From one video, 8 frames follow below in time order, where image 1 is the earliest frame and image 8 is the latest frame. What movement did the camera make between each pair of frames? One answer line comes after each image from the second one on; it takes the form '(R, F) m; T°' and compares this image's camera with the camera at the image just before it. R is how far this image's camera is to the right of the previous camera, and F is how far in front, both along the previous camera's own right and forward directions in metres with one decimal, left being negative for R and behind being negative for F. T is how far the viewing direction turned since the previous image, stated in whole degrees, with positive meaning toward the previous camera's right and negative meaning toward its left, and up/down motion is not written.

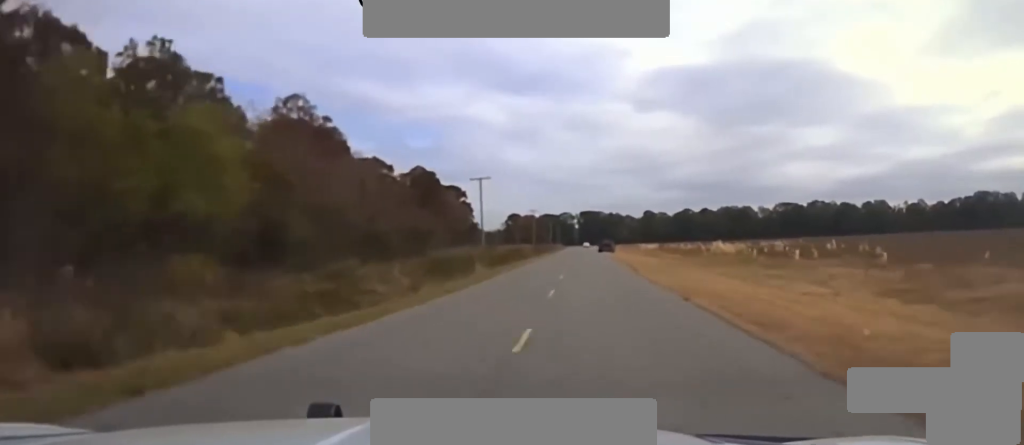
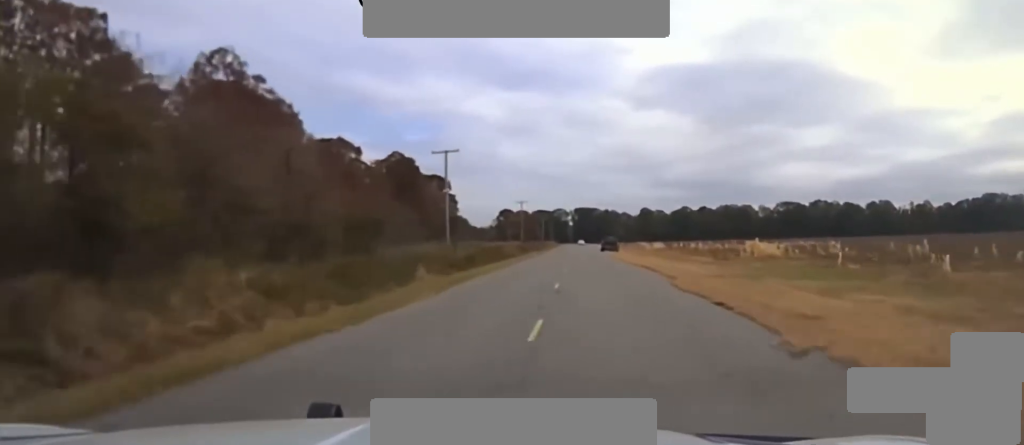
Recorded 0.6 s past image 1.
(-0.1, +24.5) m; 0°
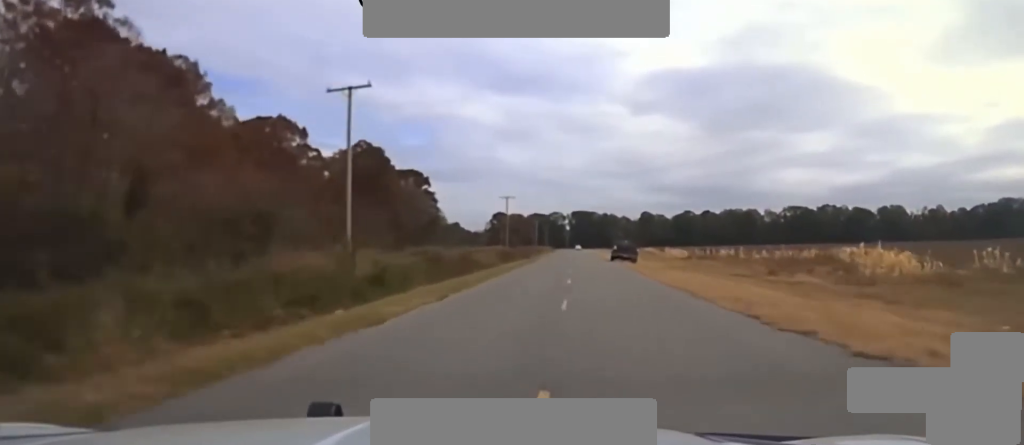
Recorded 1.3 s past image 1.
(0.0, +32.9) m; 0°
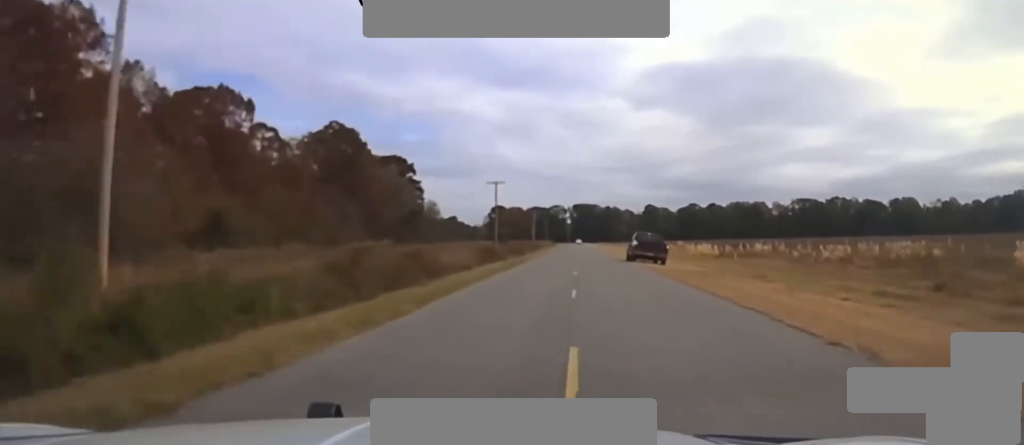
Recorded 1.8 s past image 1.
(0.0, +23.7) m; 0°
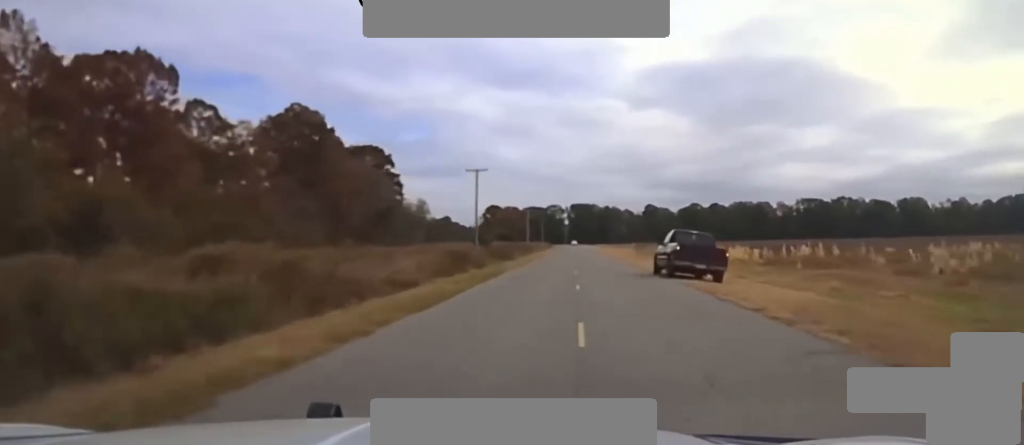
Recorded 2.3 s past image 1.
(0.0, +20.6) m; 0°
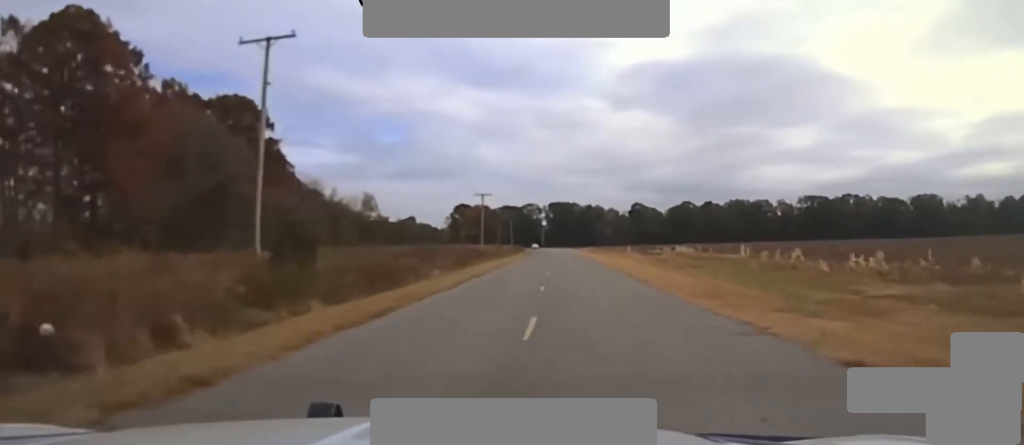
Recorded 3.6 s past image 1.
(+0.5, +54.1) m; +1°
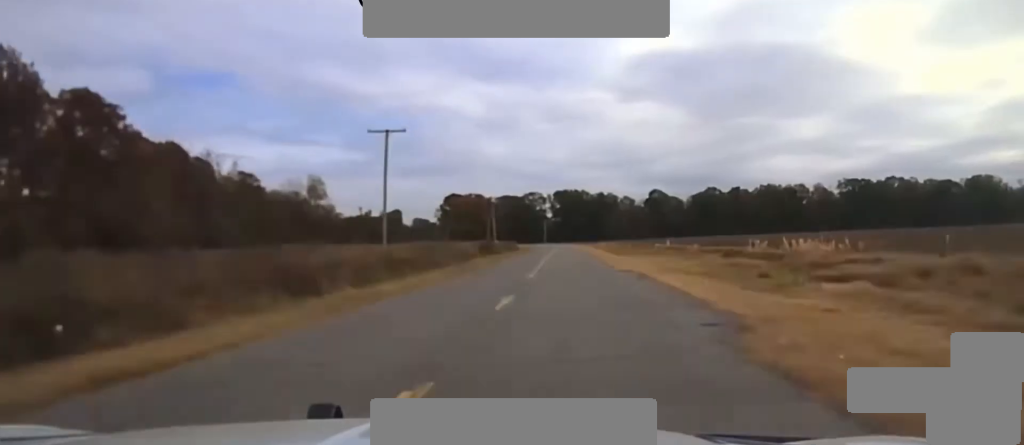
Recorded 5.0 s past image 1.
(+0.7, +64.5) m; 0°
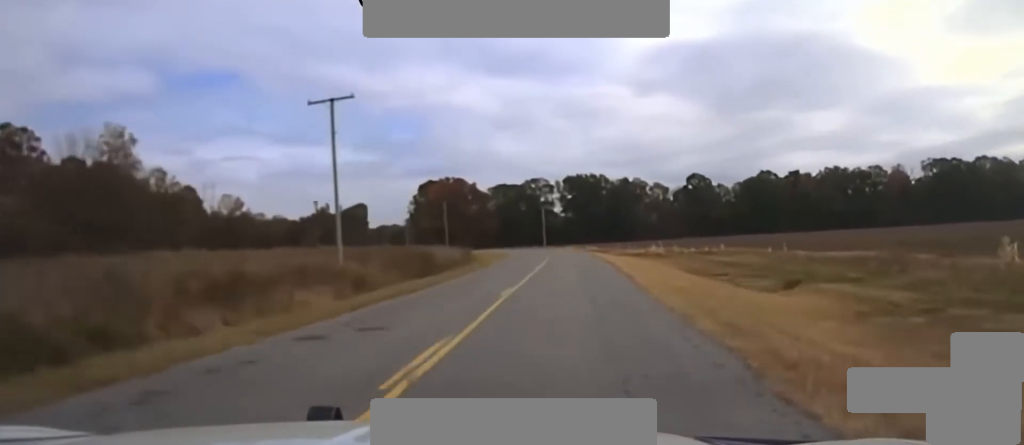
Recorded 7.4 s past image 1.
(-1.8, +108.2) m; -2°
